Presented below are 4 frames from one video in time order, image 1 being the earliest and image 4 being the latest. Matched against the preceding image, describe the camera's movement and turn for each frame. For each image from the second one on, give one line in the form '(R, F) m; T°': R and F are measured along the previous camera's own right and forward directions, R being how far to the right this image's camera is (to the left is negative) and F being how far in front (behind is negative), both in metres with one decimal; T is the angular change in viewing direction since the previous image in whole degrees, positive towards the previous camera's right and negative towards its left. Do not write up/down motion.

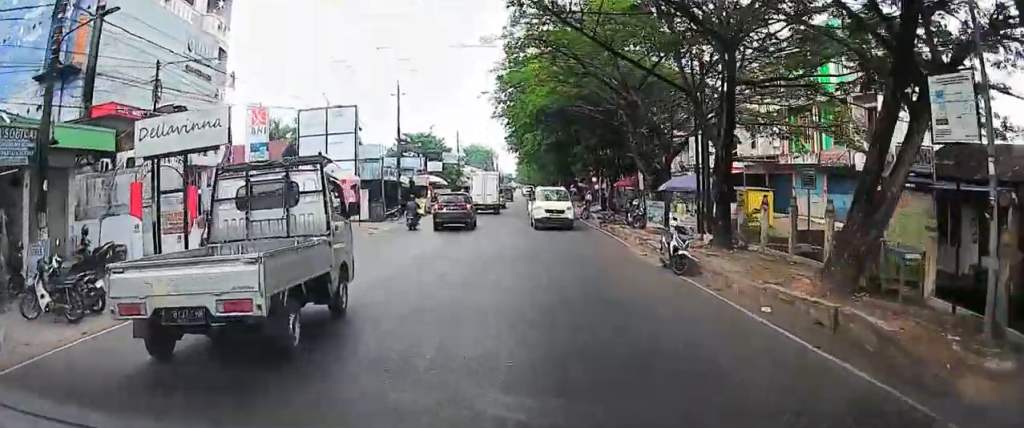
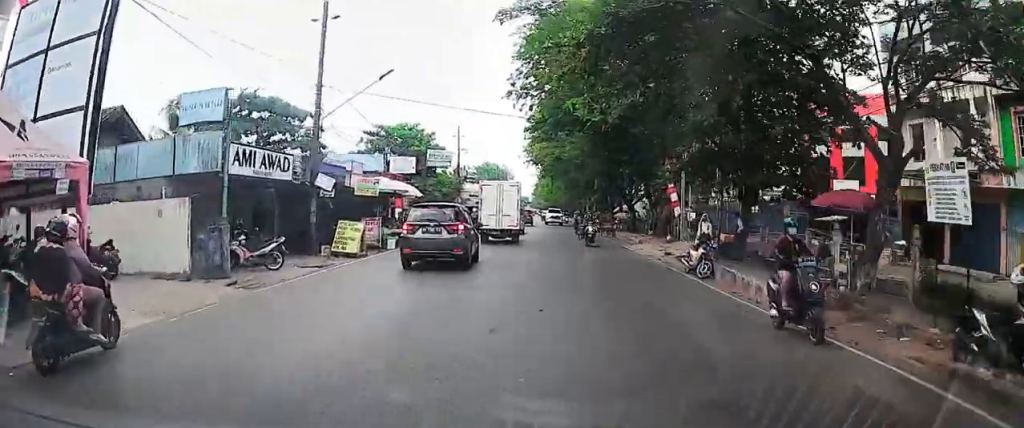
(-0.1, +20.9) m; -2°
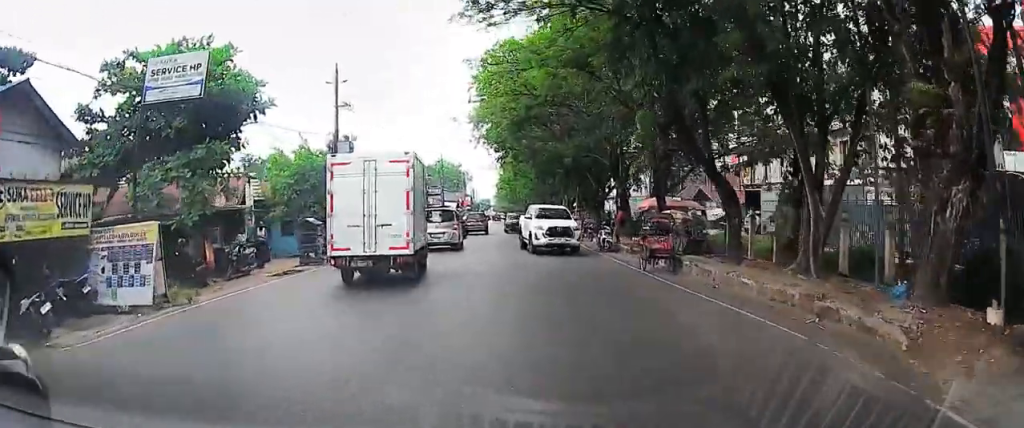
(-0.8, +25.9) m; -4°
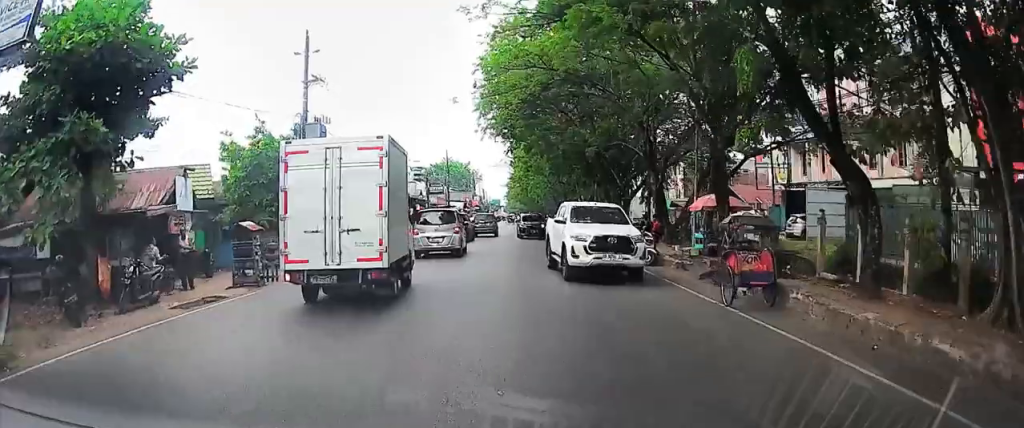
(-0.3, +7.1) m; +1°
